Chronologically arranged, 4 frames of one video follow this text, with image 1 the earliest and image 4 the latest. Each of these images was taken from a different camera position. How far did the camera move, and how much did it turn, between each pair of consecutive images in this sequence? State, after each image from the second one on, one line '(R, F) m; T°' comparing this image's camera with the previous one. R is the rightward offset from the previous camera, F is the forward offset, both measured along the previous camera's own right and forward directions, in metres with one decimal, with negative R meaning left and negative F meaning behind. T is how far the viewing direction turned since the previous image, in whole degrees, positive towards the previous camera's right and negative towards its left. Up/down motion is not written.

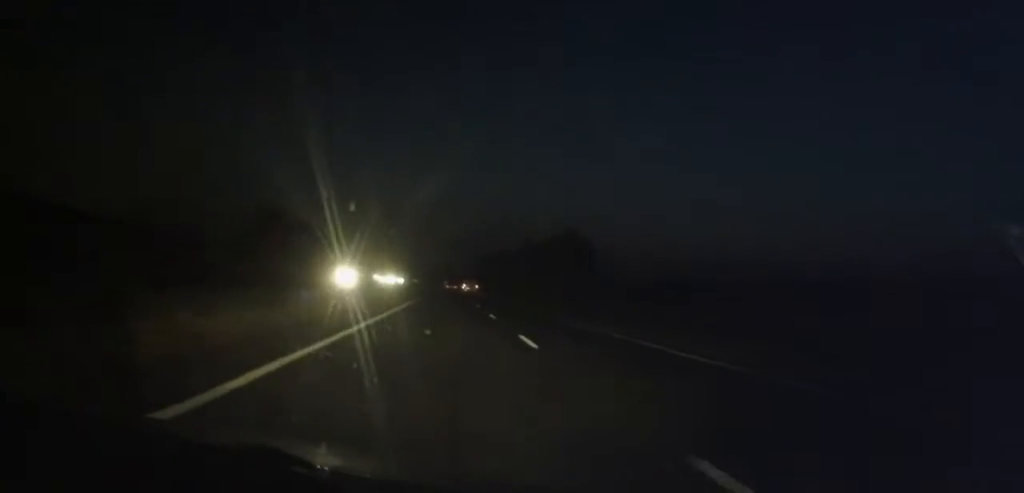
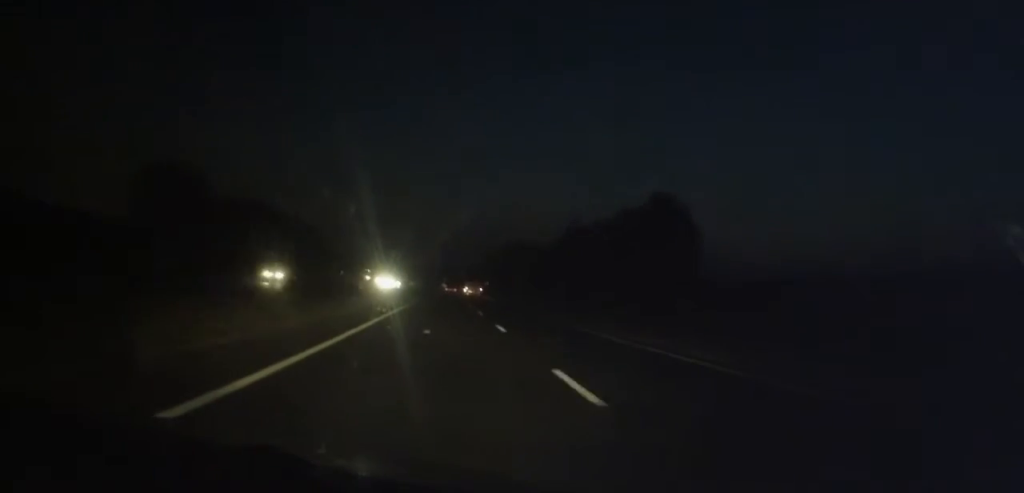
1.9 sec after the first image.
(-0.3, +51.5) m; -1°
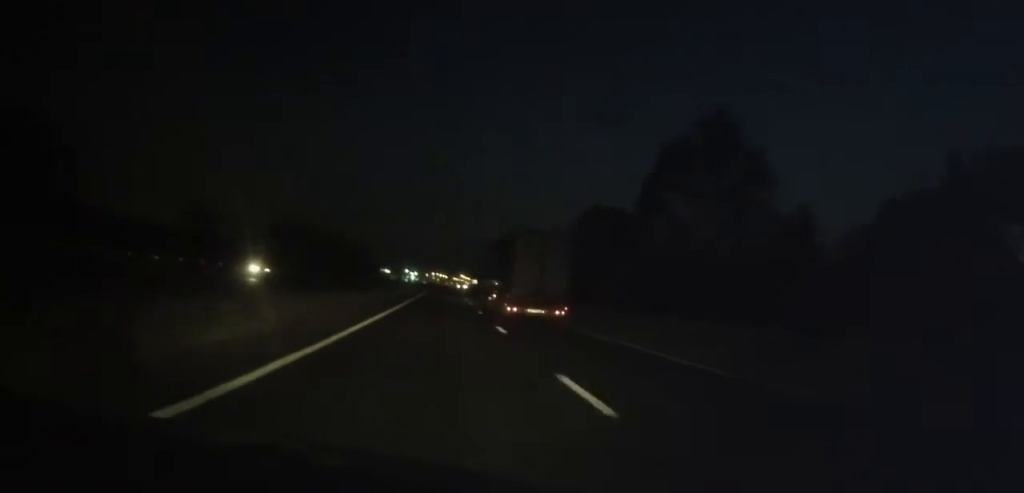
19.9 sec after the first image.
(-43.7, +490.3) m; -10°
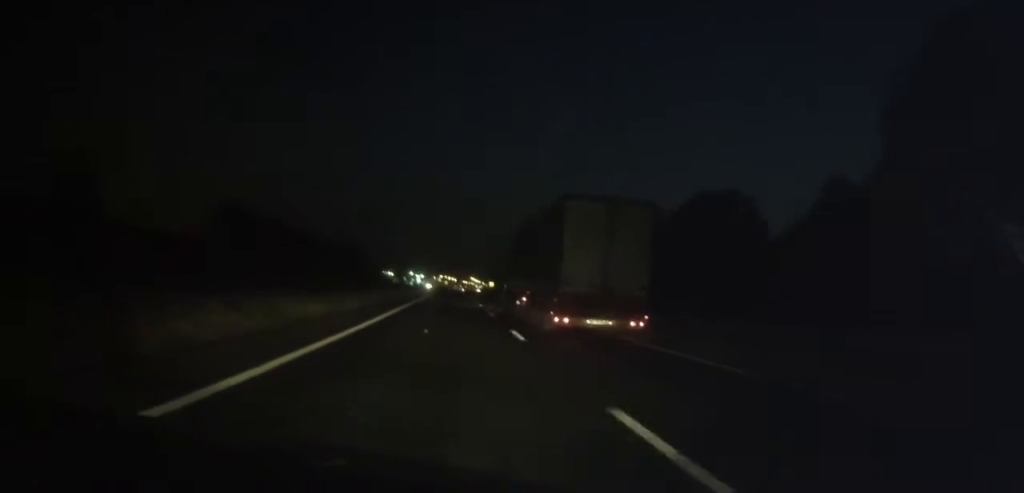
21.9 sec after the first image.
(-1.0, +51.7) m; -1°
